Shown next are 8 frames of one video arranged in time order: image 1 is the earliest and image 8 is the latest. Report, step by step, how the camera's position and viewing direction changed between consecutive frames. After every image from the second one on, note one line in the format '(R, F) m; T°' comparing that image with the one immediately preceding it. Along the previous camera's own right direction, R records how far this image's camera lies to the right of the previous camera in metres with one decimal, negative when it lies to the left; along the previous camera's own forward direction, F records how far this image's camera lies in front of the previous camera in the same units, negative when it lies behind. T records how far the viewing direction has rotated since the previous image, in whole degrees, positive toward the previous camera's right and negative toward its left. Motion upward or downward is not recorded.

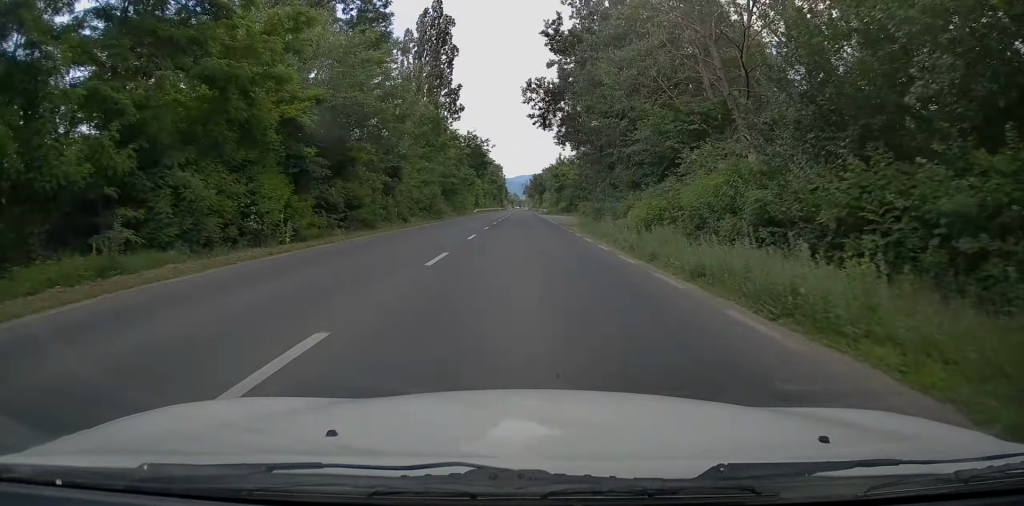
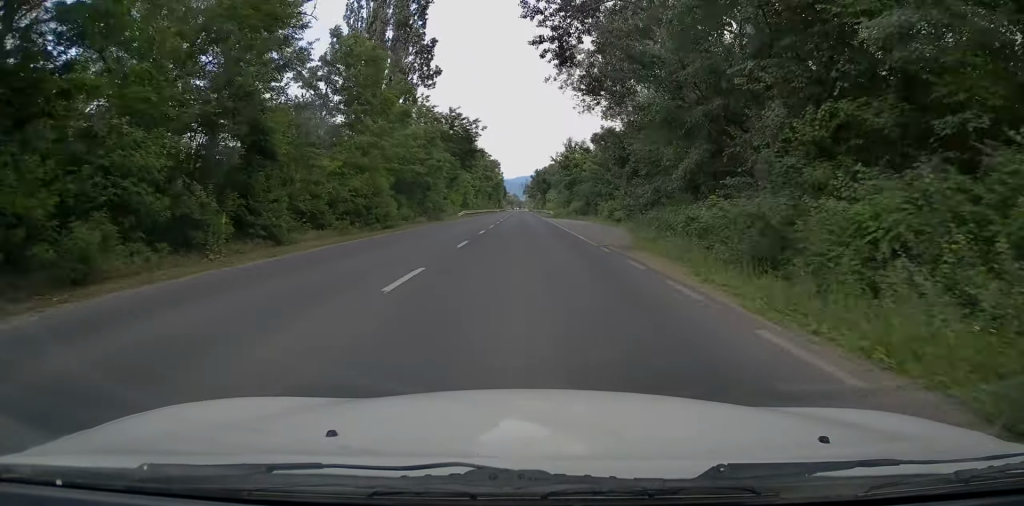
(-0.4, +21.0) m; 0°
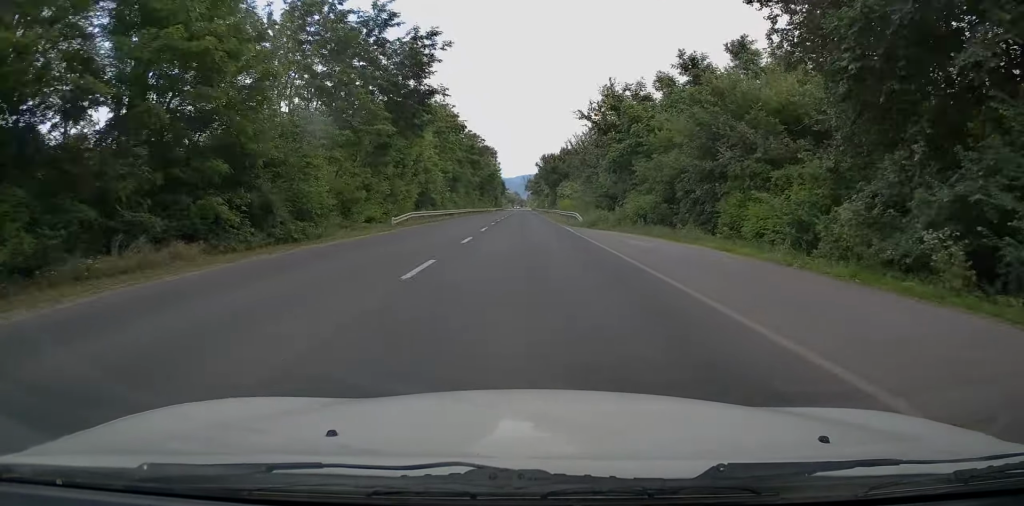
(+0.4, +34.8) m; 0°
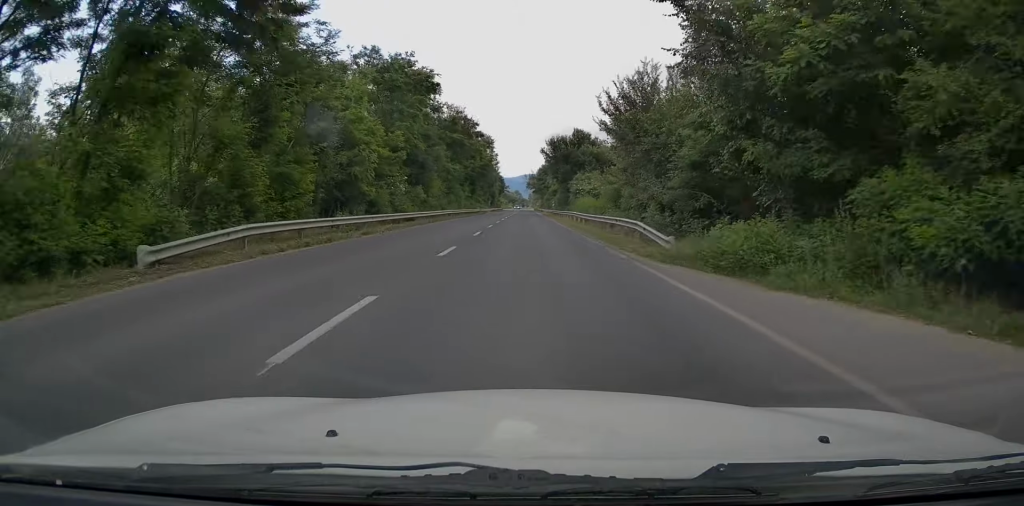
(-0.3, +22.9) m; -1°
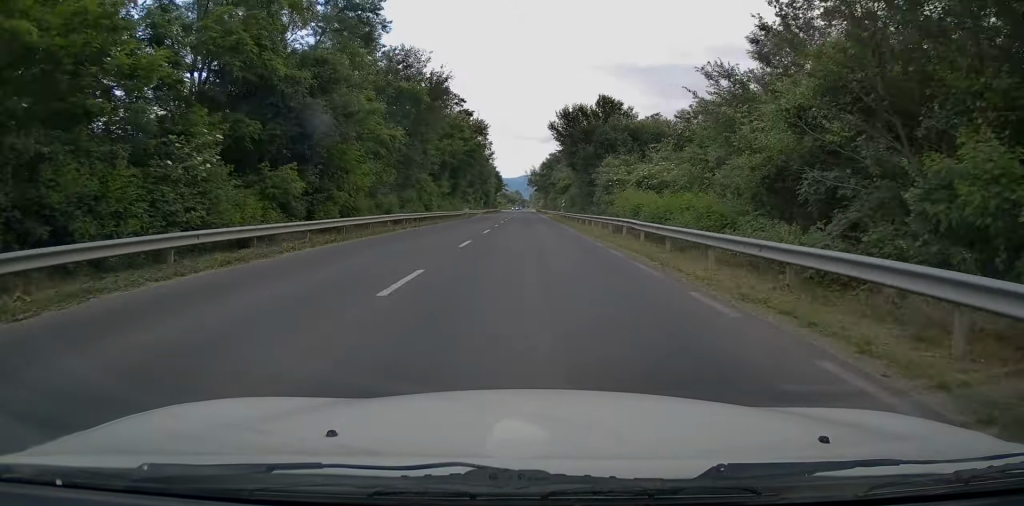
(-0.1, +23.7) m; +1°
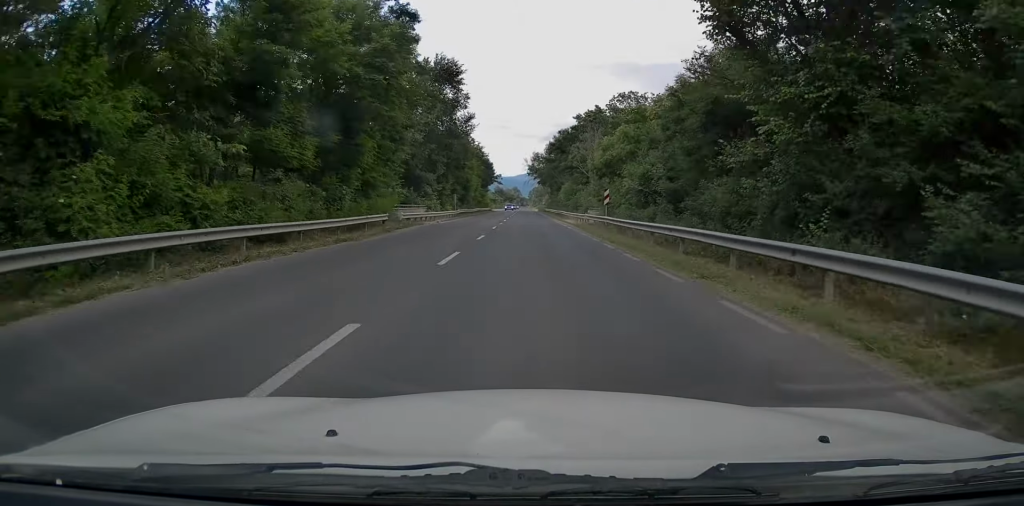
(+0.7, +40.8) m; +1°
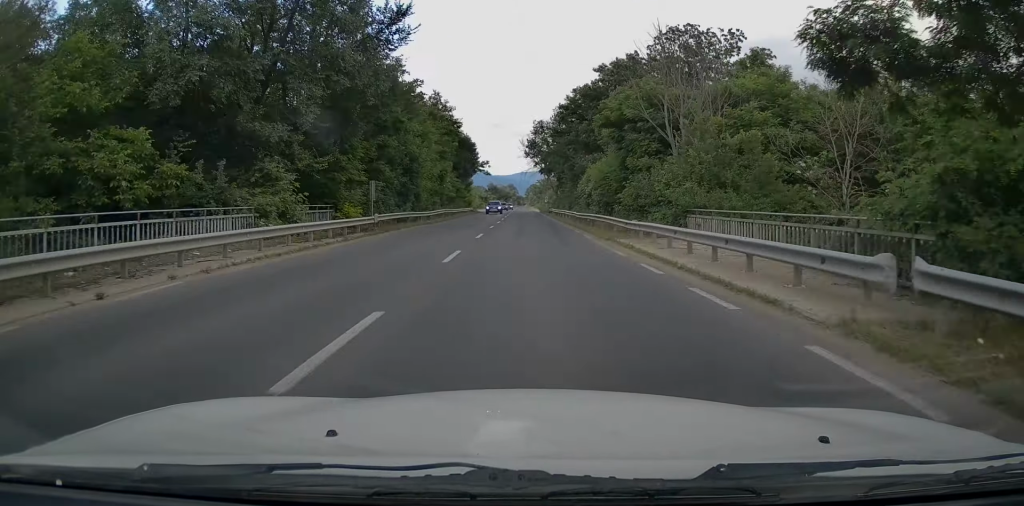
(-0.4, +34.4) m; -1°
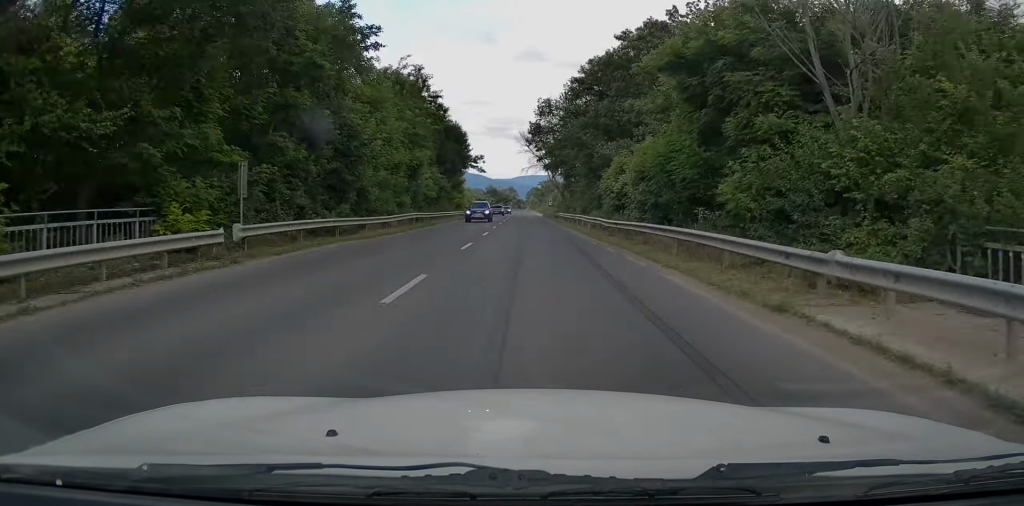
(0.0, +14.5) m; 0°
